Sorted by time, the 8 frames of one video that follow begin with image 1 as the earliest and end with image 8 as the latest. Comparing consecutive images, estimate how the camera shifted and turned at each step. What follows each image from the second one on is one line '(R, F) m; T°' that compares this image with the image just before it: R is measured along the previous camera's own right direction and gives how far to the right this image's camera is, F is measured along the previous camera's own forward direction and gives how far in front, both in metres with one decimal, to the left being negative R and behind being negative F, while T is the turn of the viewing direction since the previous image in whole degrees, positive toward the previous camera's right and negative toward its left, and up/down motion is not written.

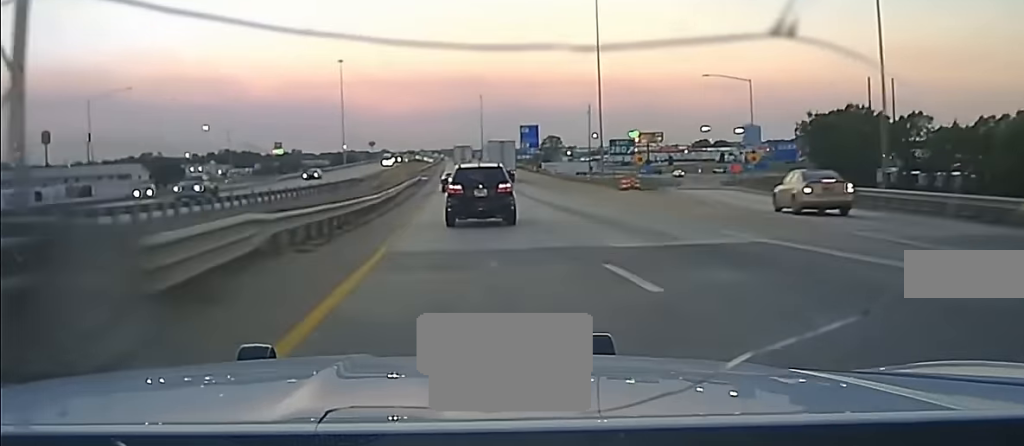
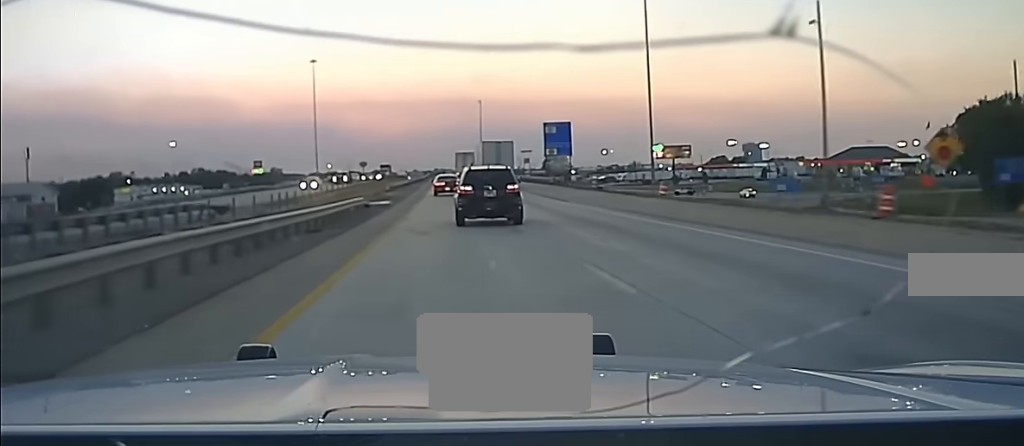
(0.0, +41.7) m; 0°
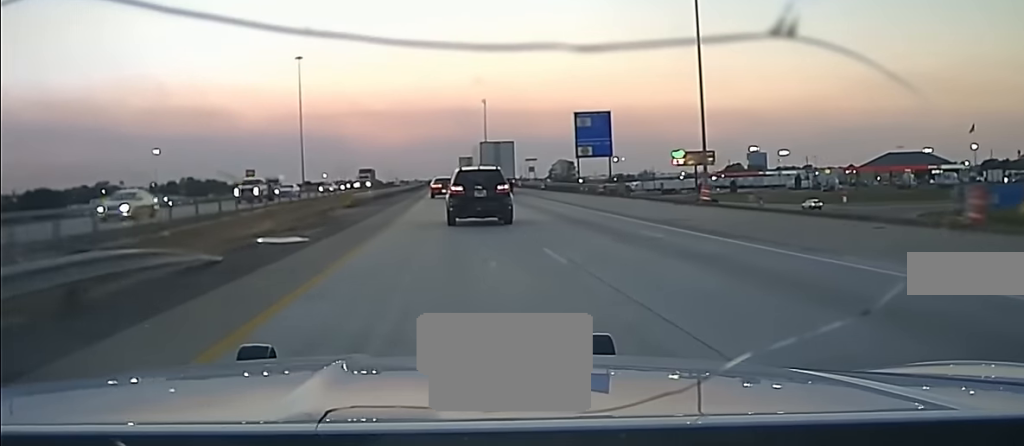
(0.0, +42.7) m; 0°
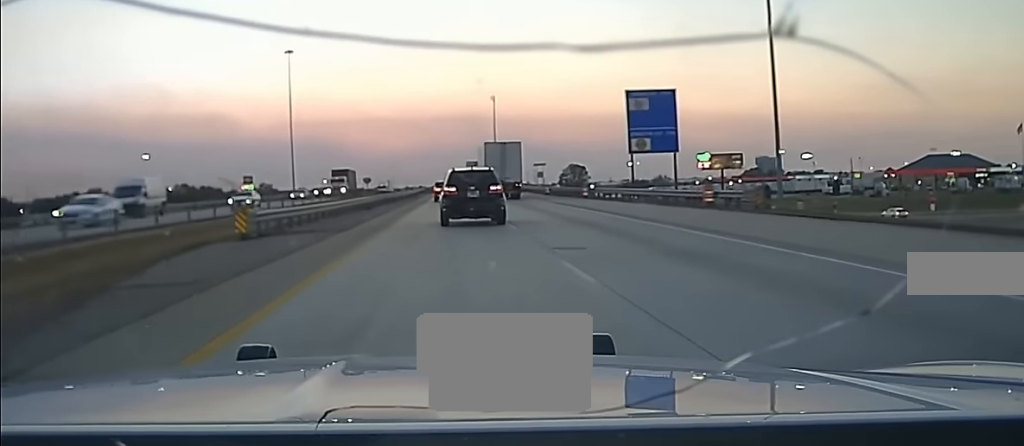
(0.0, +32.5) m; 0°
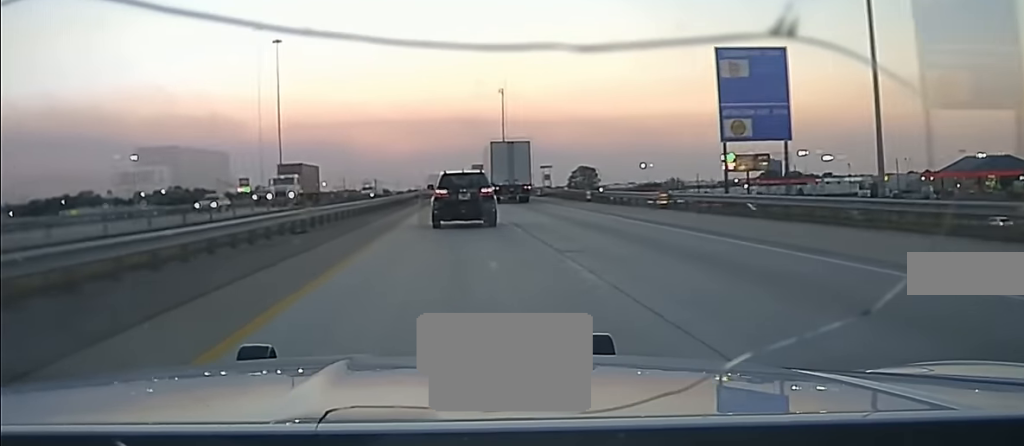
(0.0, +31.0) m; 0°
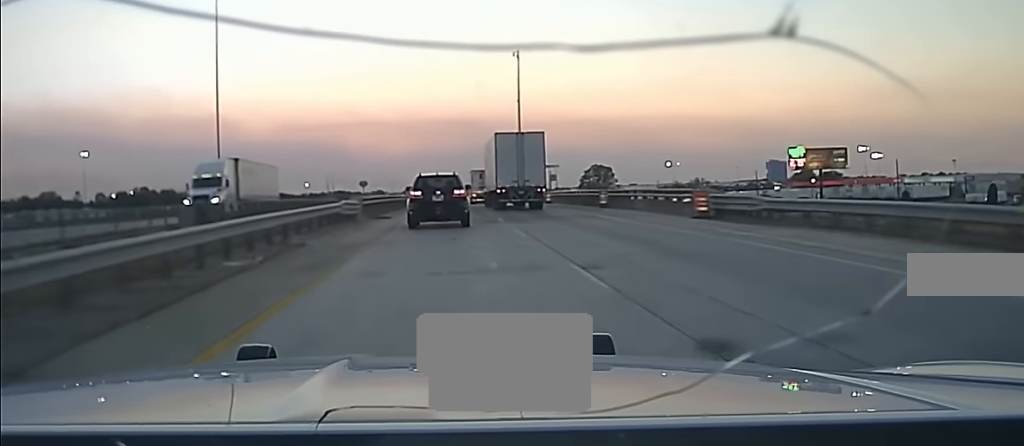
(0.0, +50.7) m; 0°
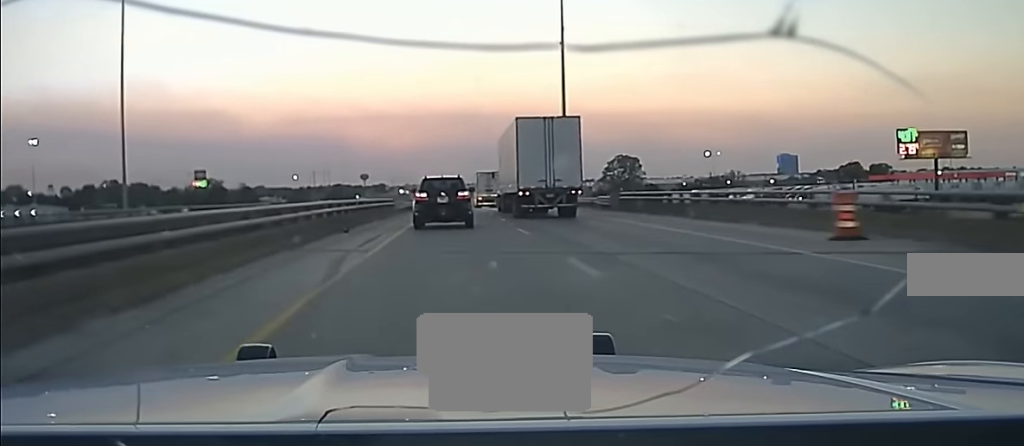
(0.0, +61.9) m; 0°
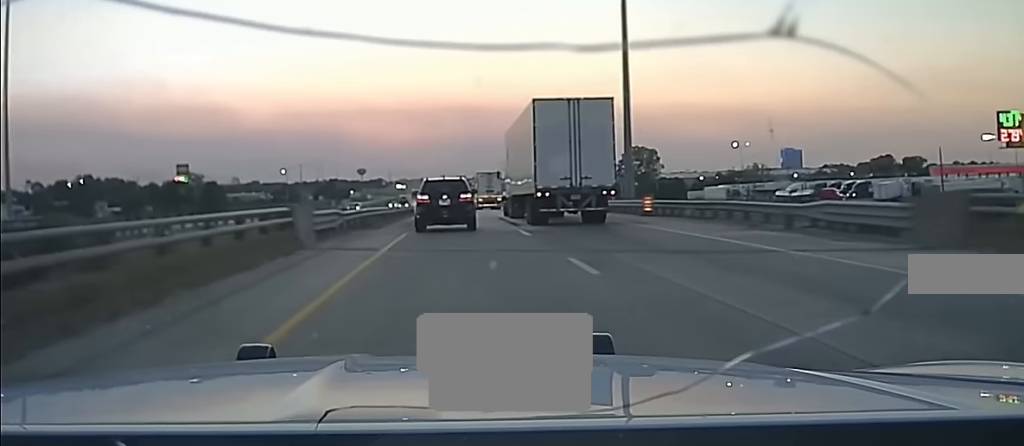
(0.0, +18.4) m; 0°
